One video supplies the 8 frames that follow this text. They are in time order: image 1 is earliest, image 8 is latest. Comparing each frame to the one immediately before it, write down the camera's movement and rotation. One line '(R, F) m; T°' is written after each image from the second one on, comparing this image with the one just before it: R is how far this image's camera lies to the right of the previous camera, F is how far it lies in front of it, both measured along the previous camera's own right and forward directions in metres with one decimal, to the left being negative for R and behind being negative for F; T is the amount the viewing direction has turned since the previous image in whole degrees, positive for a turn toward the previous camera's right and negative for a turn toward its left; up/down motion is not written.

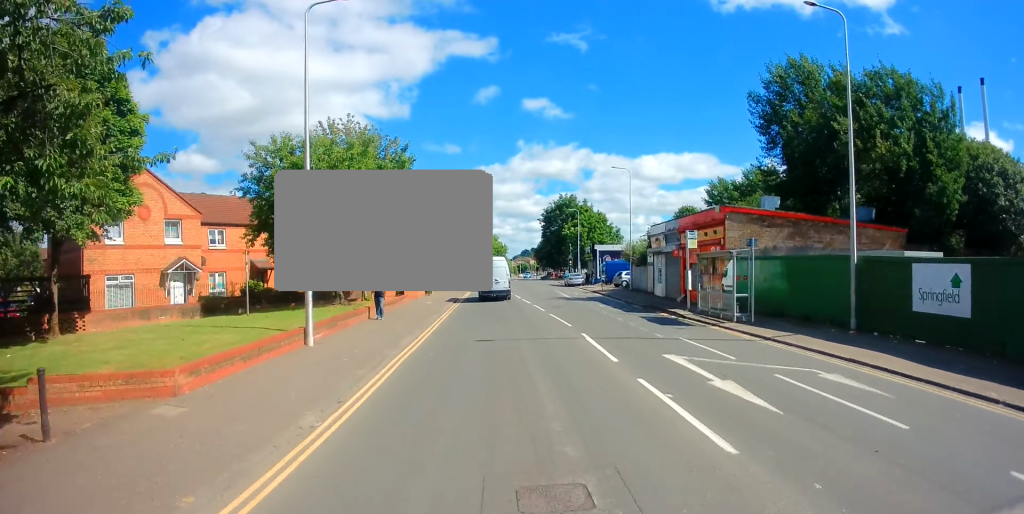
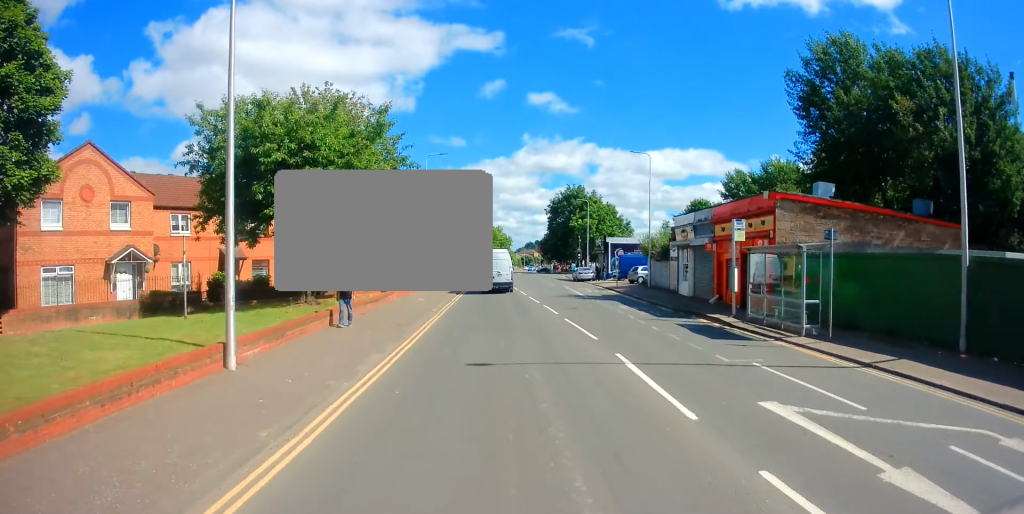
(0.0, +4.8) m; 0°
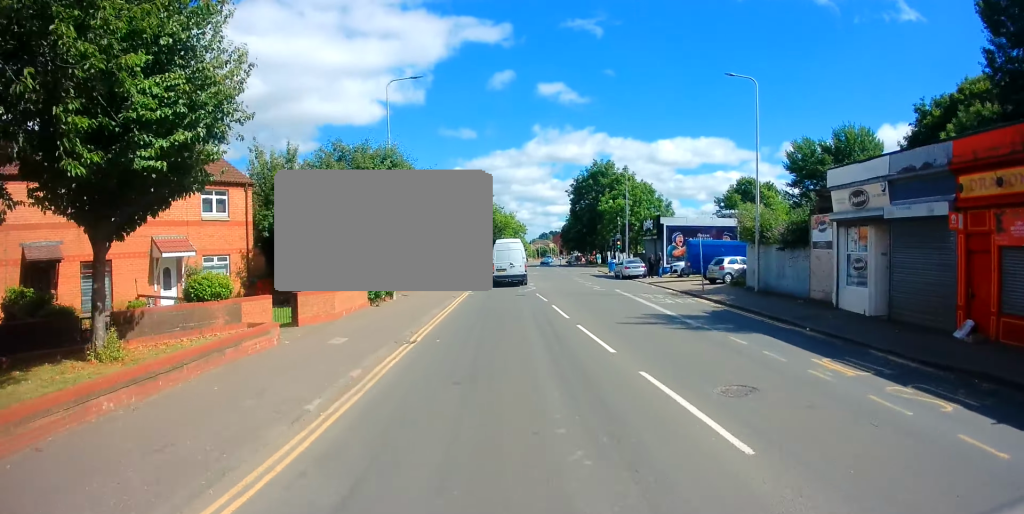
(-0.4, +16.6) m; -3°
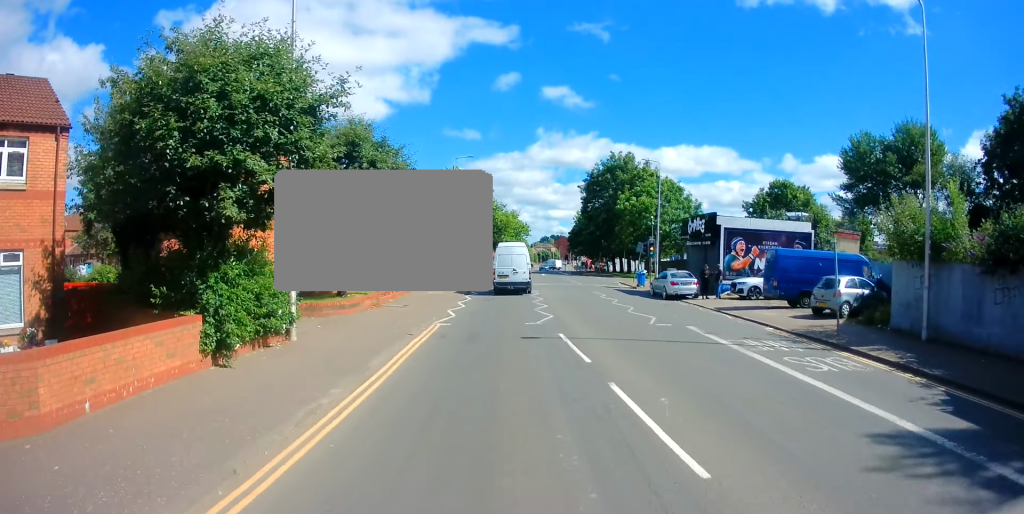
(+0.1, +11.7) m; +1°
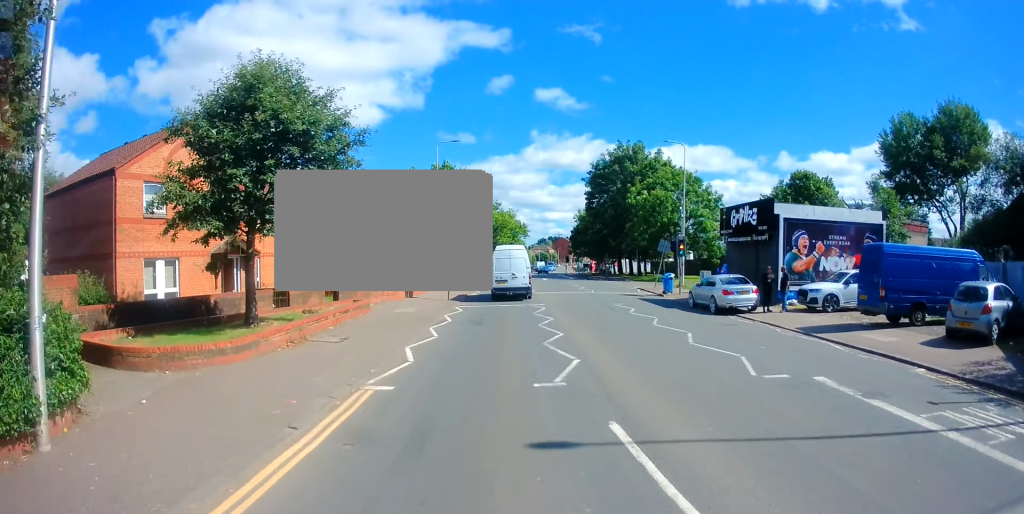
(+0.1, +7.8) m; 0°
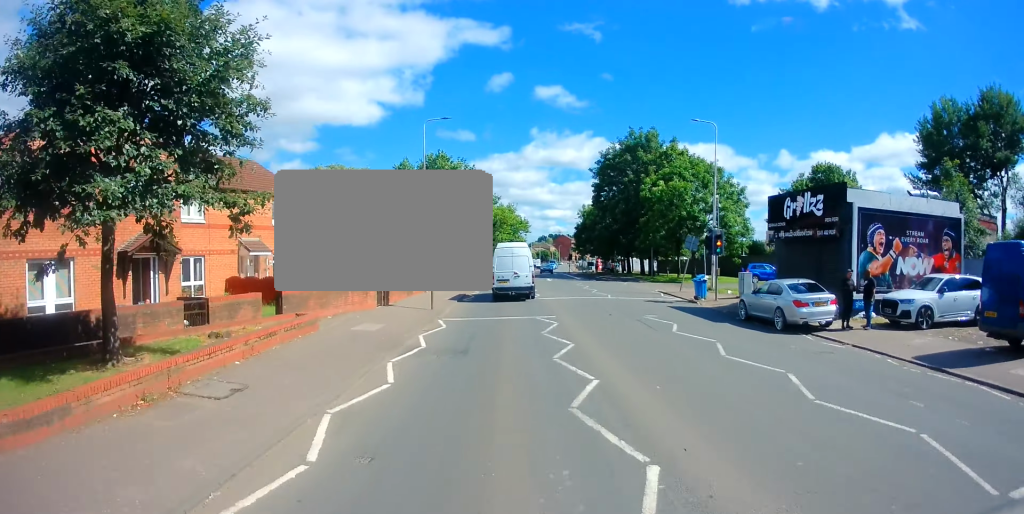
(-0.1, +5.9) m; +1°
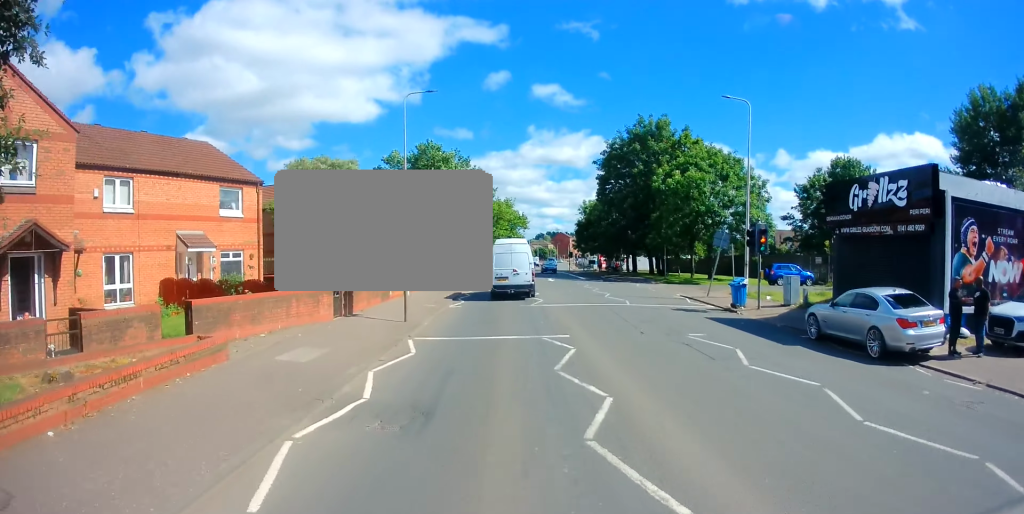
(+0.1, +5.2) m; +1°
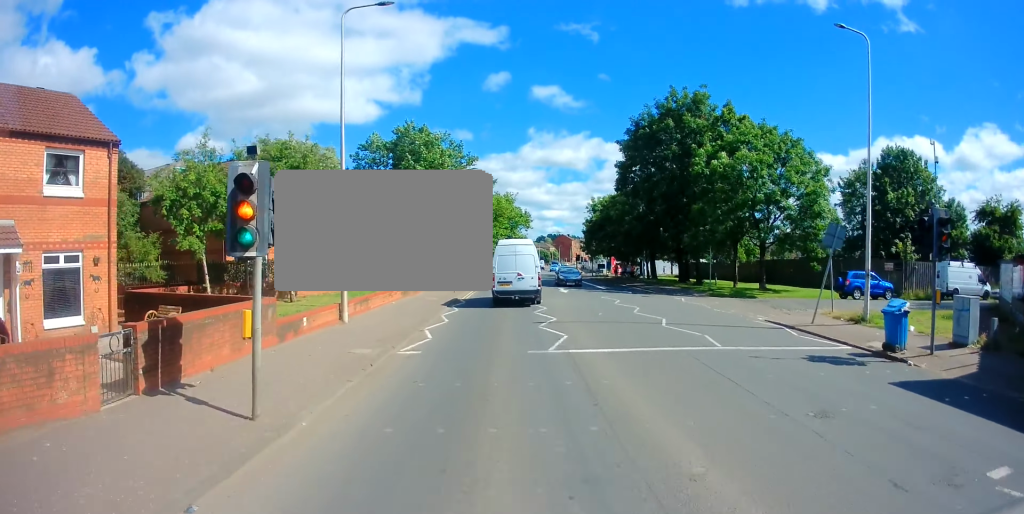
(+0.1, +10.6) m; 0°
